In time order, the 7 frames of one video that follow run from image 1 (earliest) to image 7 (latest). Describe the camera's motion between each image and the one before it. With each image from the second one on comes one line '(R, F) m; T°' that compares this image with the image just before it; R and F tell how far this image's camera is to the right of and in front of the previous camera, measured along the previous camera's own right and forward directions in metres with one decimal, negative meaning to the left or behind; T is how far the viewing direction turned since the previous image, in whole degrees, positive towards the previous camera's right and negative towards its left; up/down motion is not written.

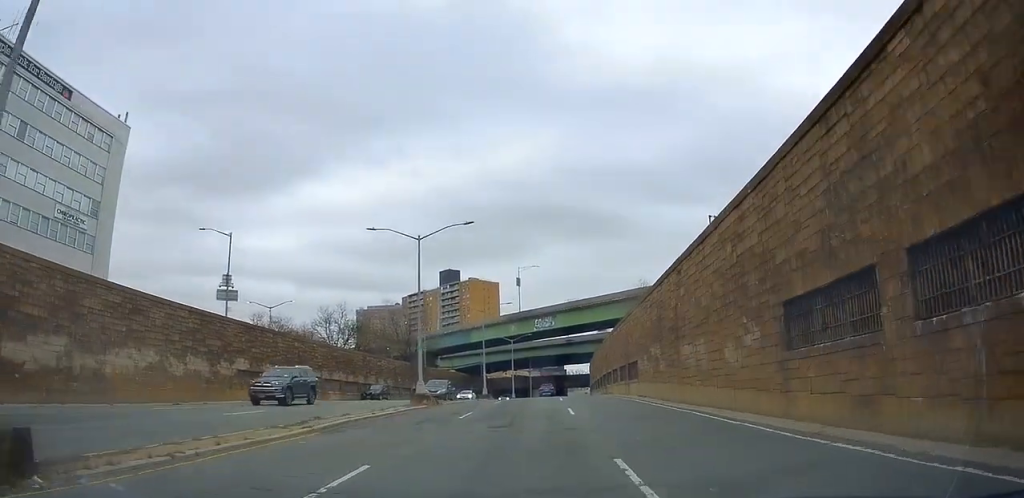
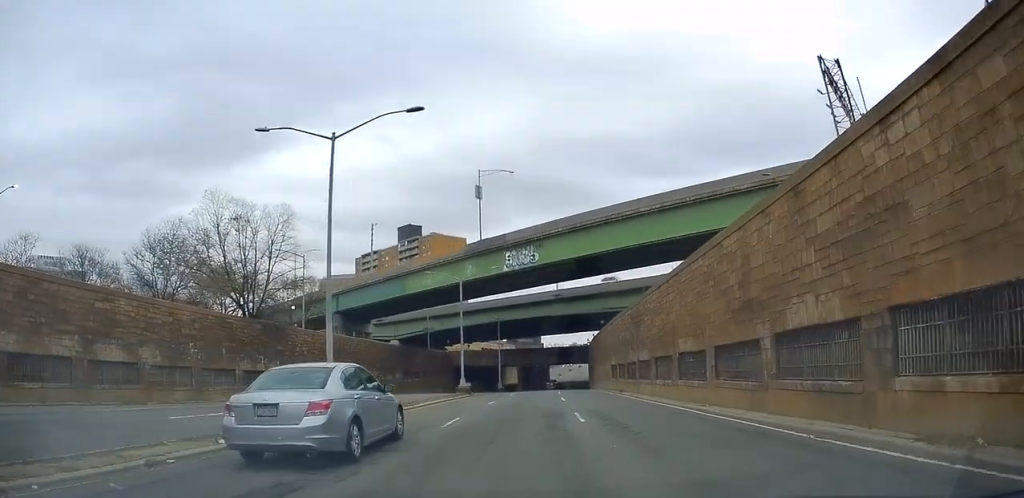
(+3.0, +40.7) m; +6°
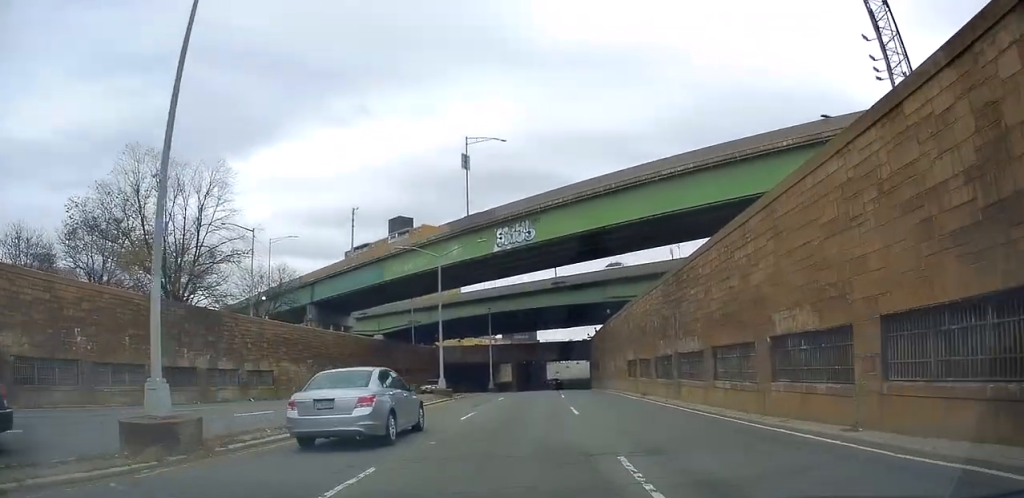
(-0.3, +8.8) m; 0°
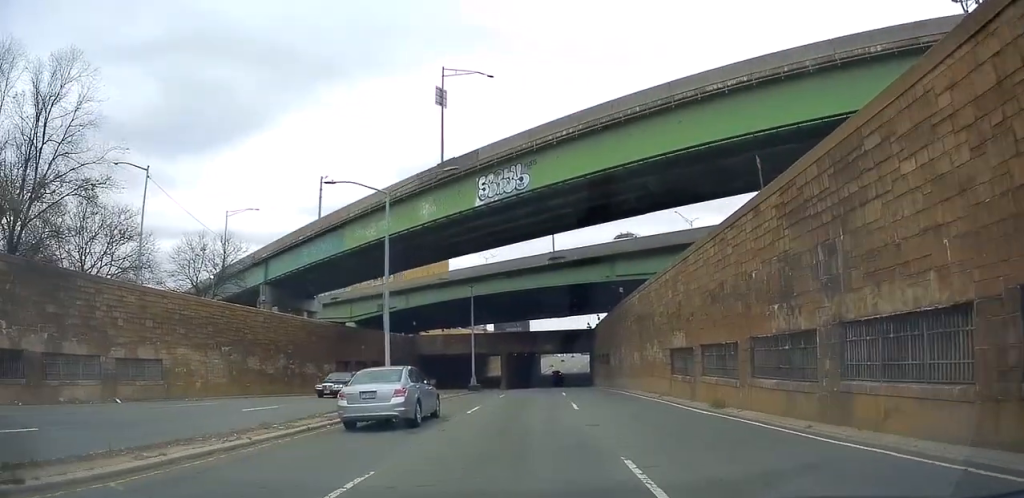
(0.0, +12.1) m; +1°
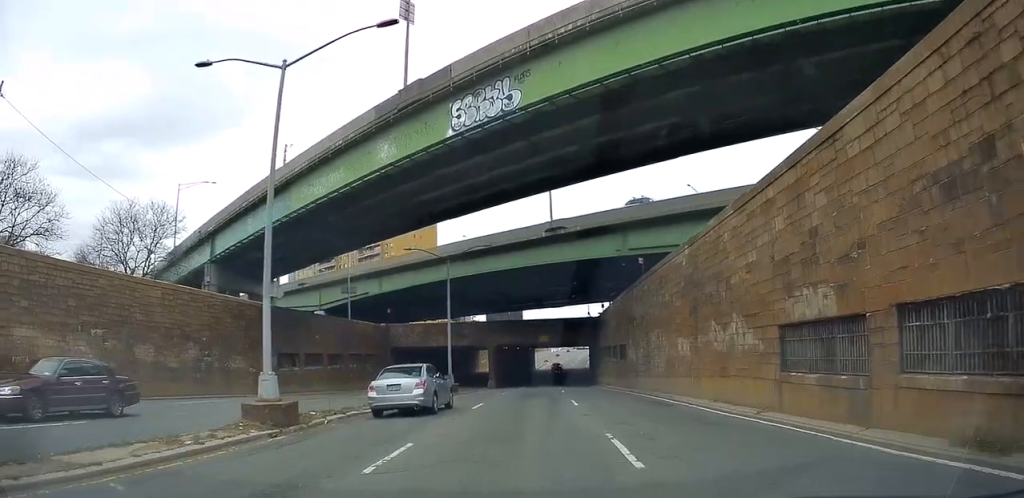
(+0.1, +10.6) m; +1°
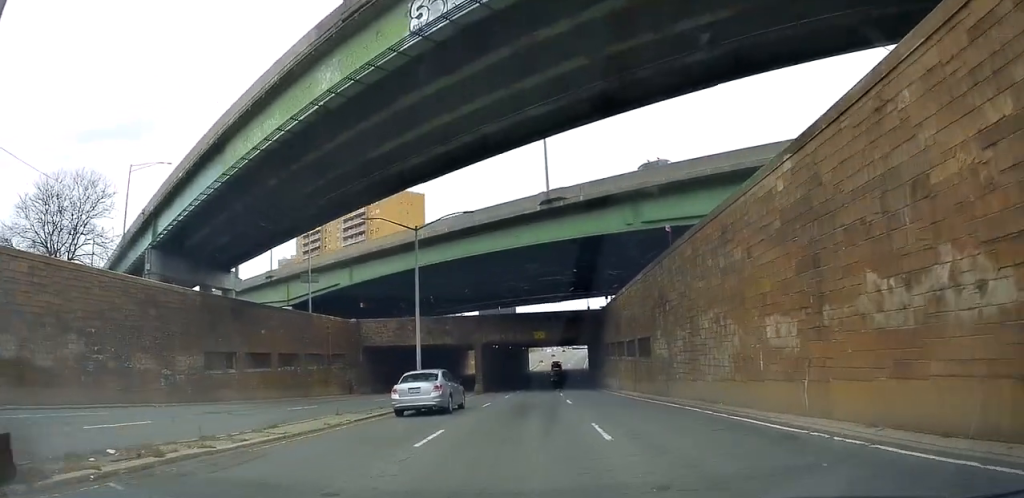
(0.0, +8.6) m; +1°
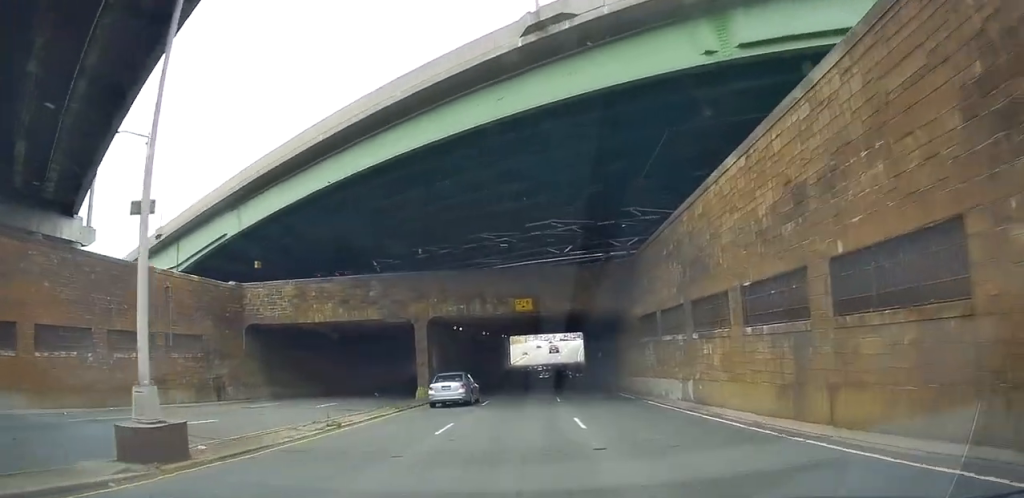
(+0.5, +21.4) m; 0°
